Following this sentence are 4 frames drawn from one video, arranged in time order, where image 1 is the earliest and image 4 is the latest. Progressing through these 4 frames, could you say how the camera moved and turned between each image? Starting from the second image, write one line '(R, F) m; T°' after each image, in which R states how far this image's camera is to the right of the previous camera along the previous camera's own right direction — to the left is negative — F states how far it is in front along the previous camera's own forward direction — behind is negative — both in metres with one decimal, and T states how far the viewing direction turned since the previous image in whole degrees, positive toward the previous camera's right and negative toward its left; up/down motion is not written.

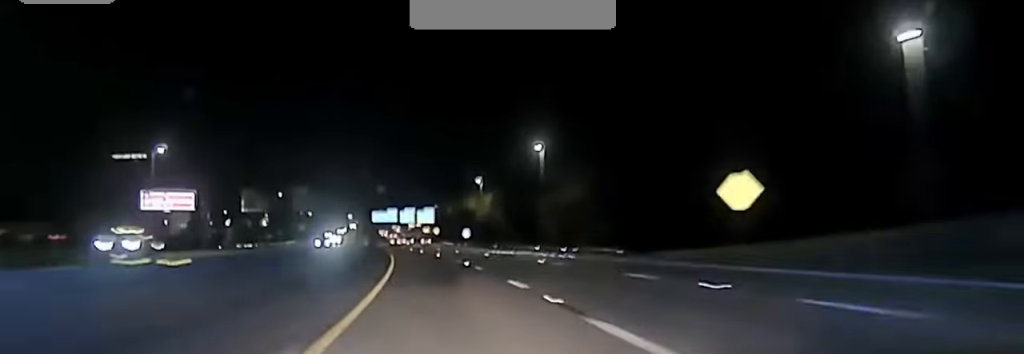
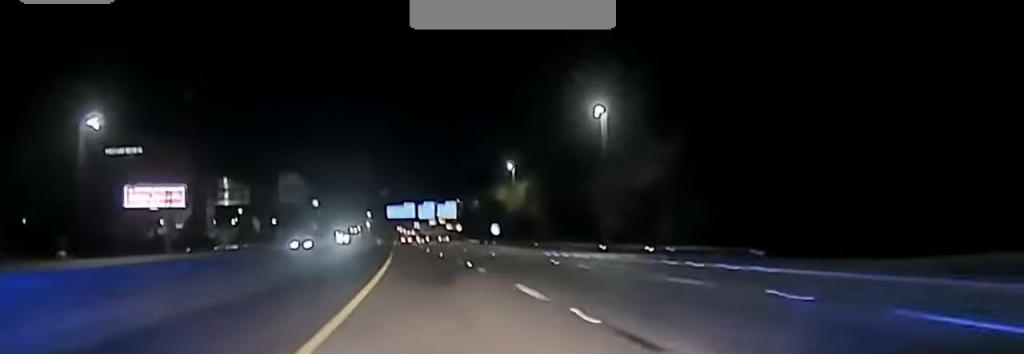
(-0.2, +26.9) m; -1°
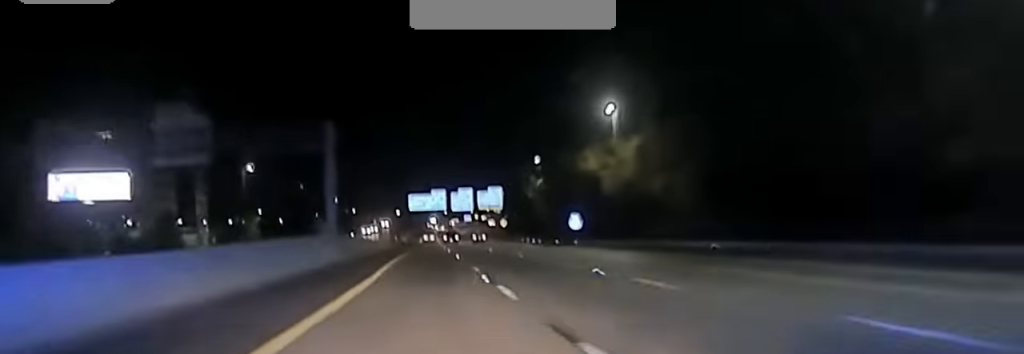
(-1.5, +62.3) m; -1°
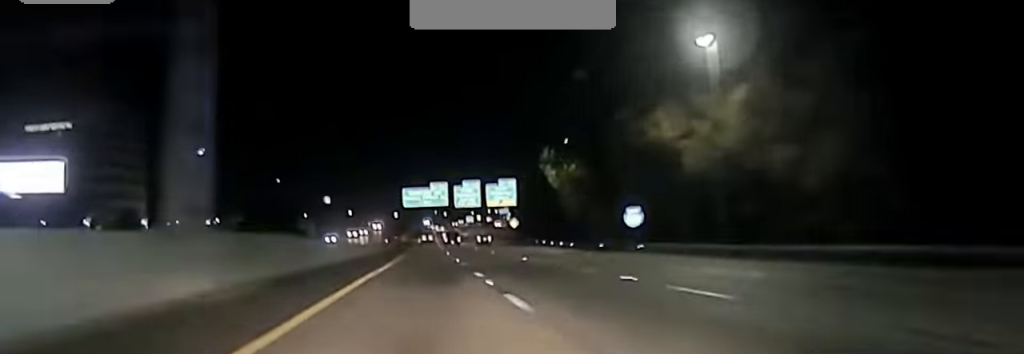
(0.0, +30.2) m; 0°
